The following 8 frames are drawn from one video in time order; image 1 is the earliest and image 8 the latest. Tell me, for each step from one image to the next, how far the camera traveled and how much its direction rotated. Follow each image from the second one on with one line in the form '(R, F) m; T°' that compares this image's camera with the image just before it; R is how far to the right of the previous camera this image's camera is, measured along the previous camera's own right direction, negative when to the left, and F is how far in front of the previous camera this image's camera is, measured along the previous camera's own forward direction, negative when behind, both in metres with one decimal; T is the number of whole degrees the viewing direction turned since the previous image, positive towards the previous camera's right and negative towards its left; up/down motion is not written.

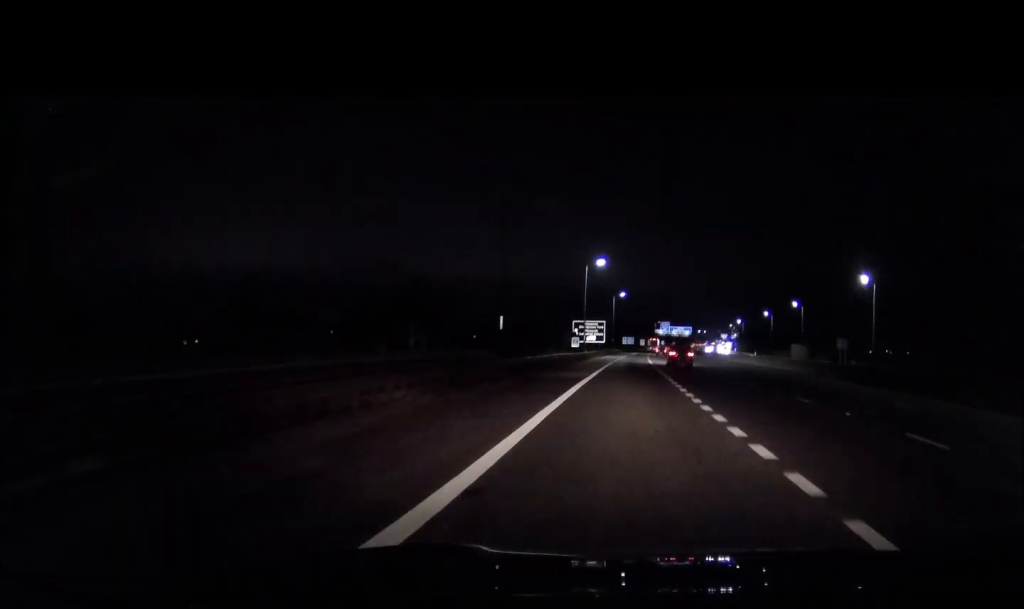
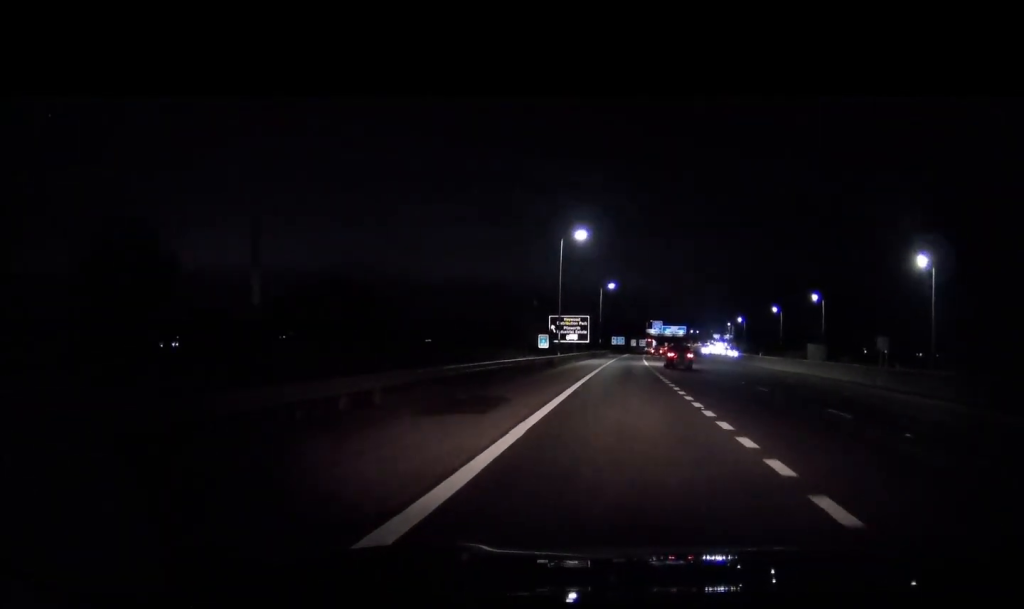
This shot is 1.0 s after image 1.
(+0.2, +21.7) m; +1°
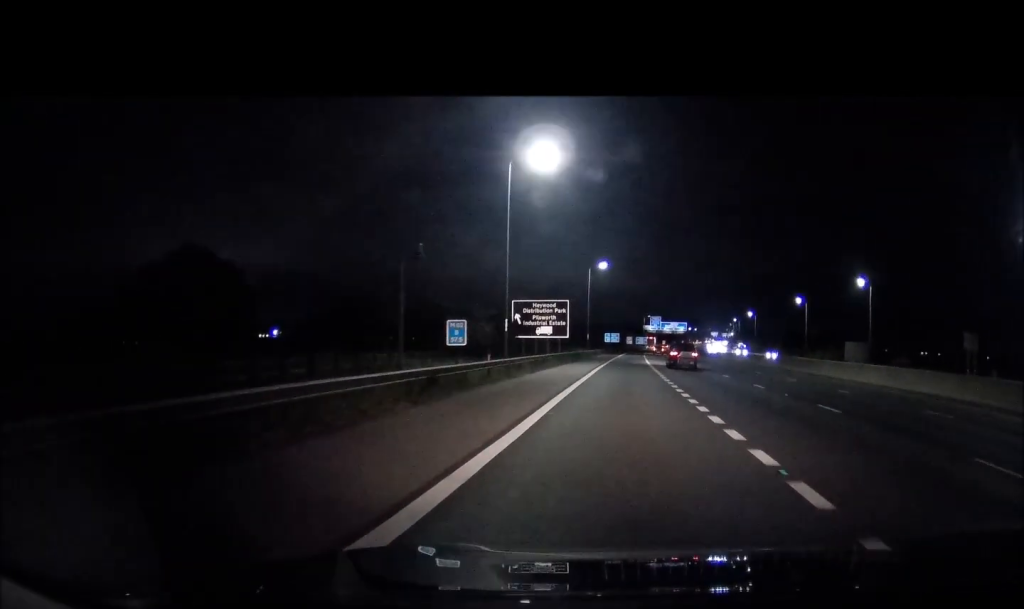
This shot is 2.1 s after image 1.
(+0.2, +26.3) m; +1°
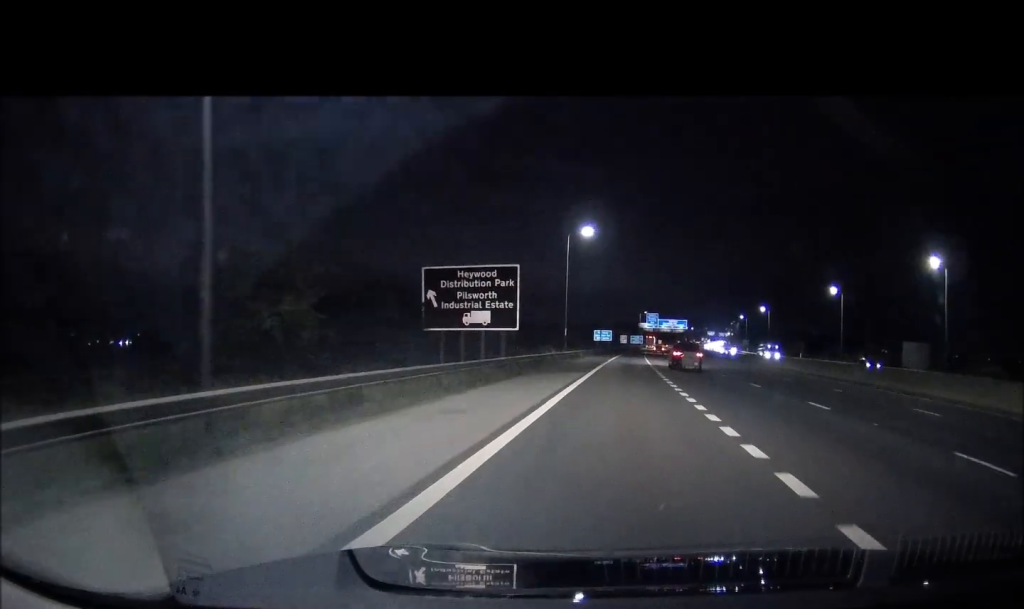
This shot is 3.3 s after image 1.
(+0.1, +26.3) m; 0°
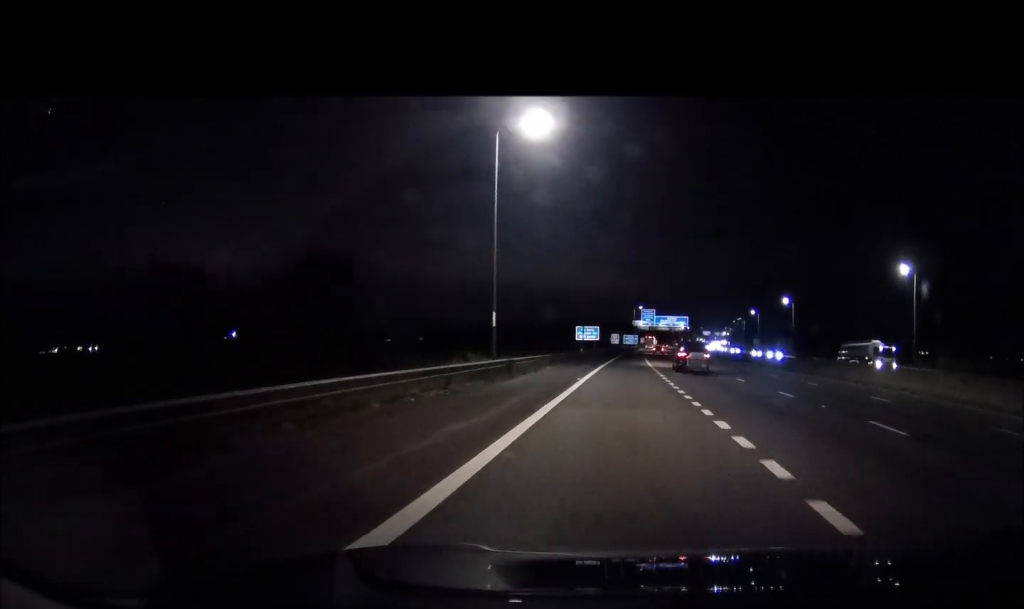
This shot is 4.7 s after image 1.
(-0.1, +31.7) m; 0°
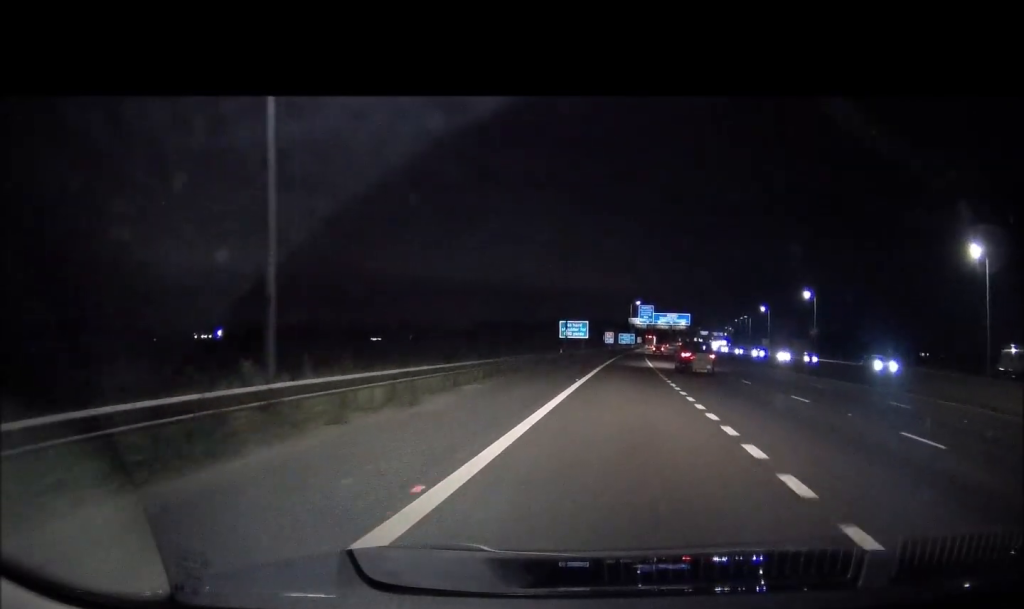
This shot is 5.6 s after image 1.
(0.0, +19.7) m; +1°
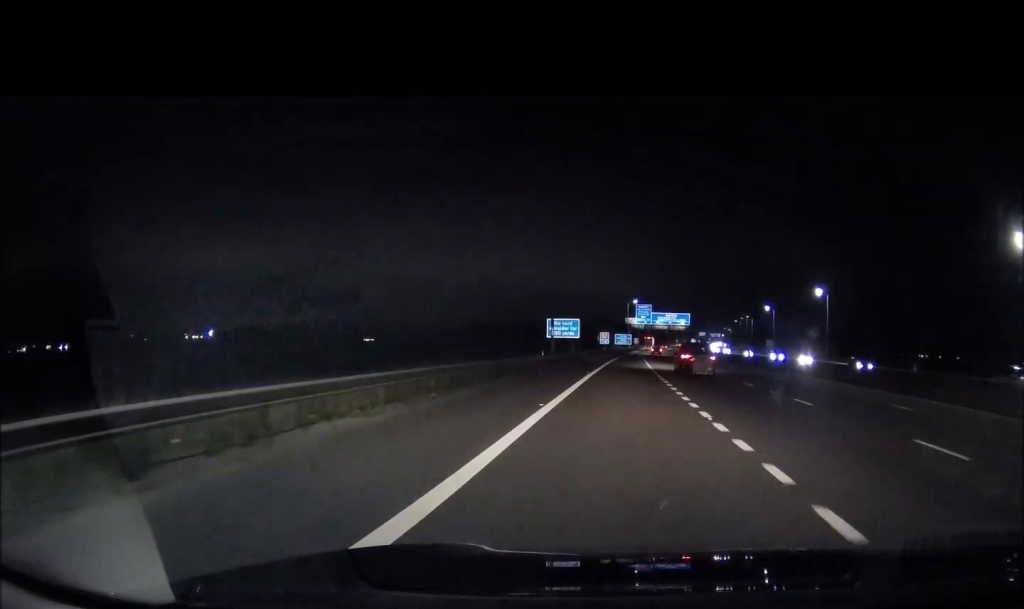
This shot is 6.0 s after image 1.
(+0.1, +9.8) m; +1°
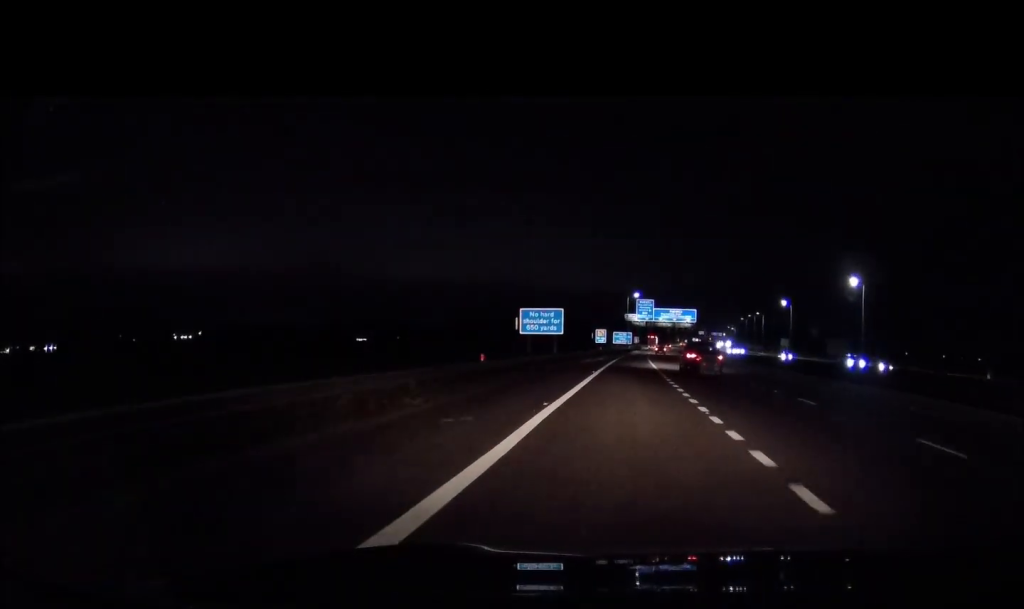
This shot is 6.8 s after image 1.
(+0.2, +18.1) m; +1°
